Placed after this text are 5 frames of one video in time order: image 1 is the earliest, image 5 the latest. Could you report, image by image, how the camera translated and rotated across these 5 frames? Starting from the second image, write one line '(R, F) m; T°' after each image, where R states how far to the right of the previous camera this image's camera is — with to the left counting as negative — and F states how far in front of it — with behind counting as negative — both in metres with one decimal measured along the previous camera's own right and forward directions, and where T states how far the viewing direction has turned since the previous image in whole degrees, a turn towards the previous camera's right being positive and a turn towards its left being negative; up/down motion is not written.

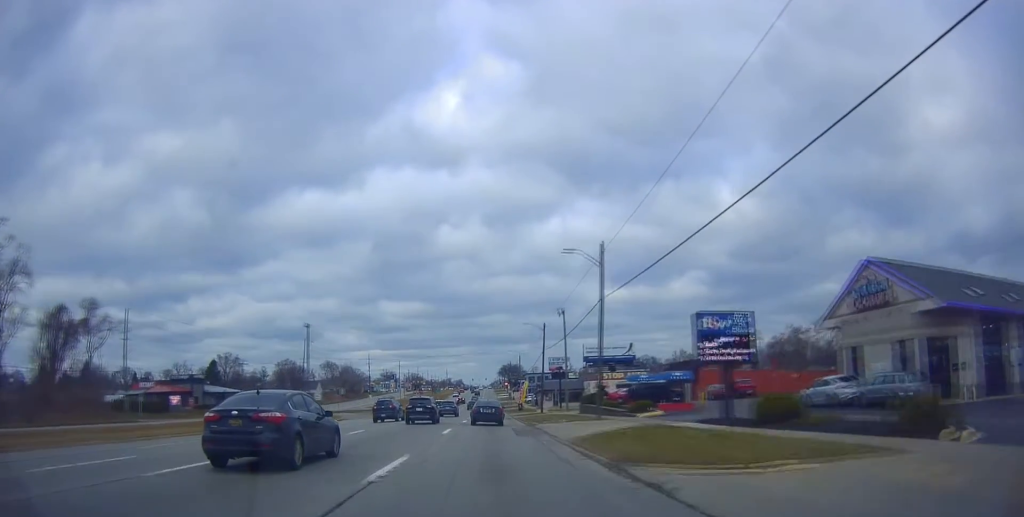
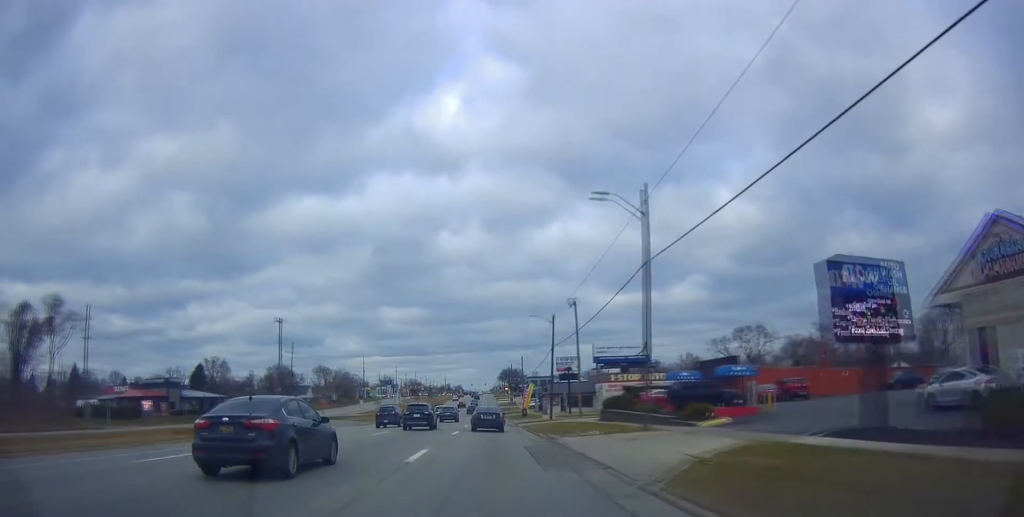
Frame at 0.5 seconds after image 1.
(+0.3, +10.2) m; 0°
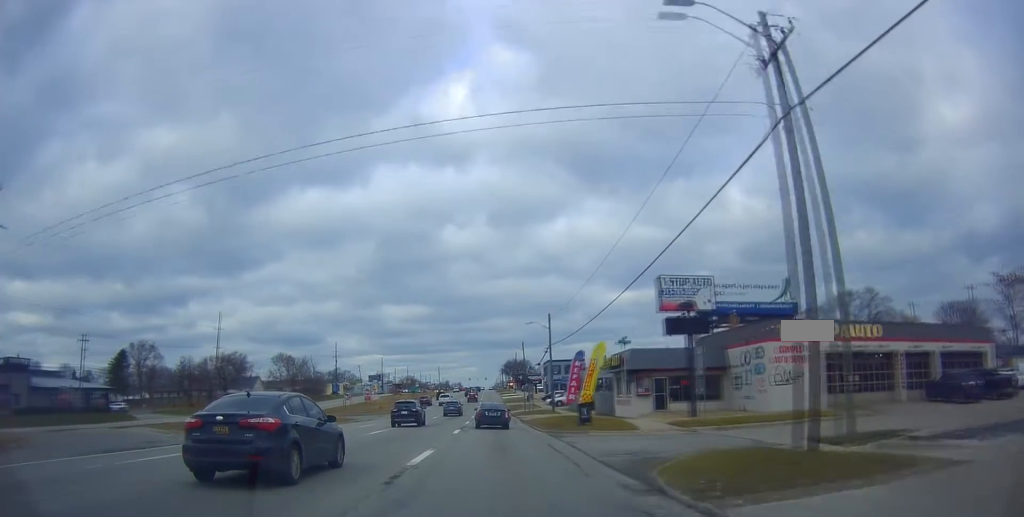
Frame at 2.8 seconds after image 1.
(-0.5, +46.4) m; -1°
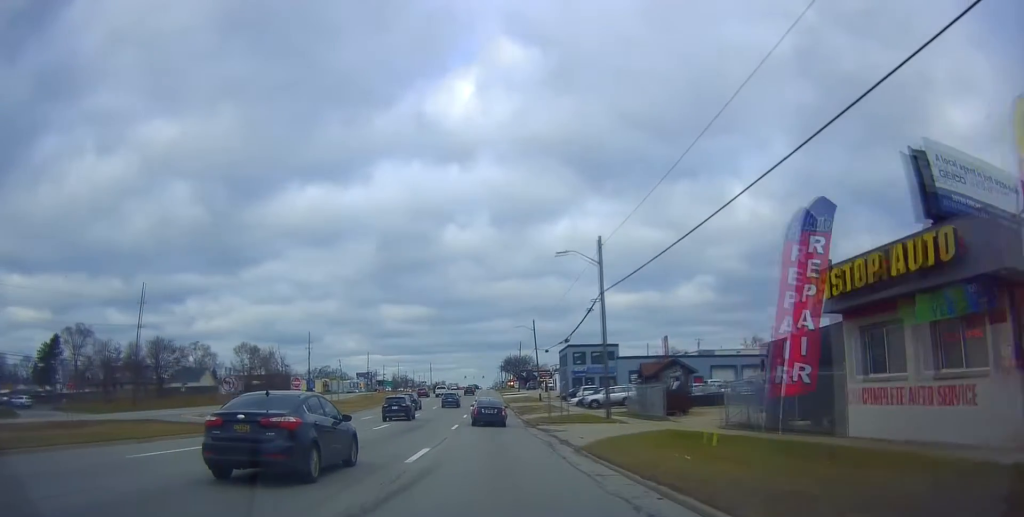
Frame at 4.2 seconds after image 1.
(+0.6, +28.5) m; 0°
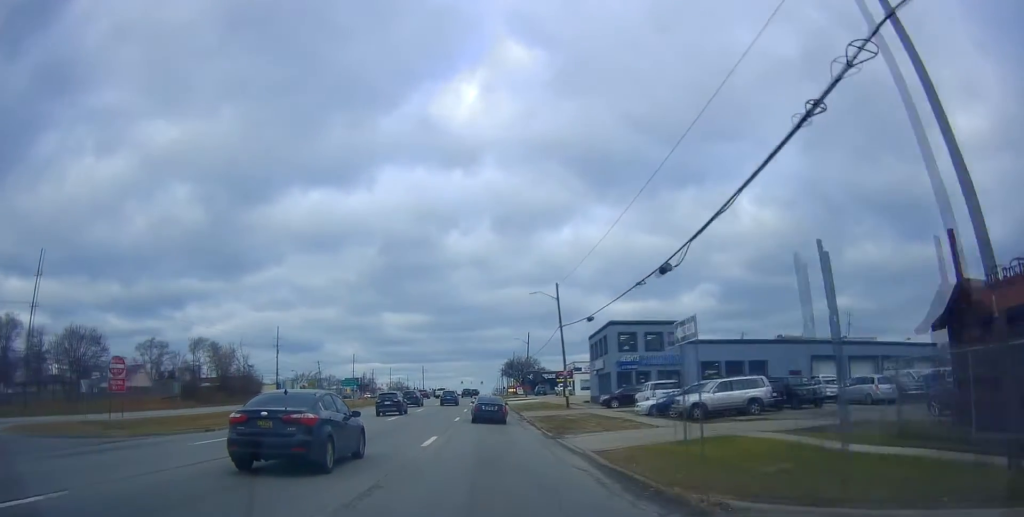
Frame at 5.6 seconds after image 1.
(-0.3, +26.0) m; +1°
